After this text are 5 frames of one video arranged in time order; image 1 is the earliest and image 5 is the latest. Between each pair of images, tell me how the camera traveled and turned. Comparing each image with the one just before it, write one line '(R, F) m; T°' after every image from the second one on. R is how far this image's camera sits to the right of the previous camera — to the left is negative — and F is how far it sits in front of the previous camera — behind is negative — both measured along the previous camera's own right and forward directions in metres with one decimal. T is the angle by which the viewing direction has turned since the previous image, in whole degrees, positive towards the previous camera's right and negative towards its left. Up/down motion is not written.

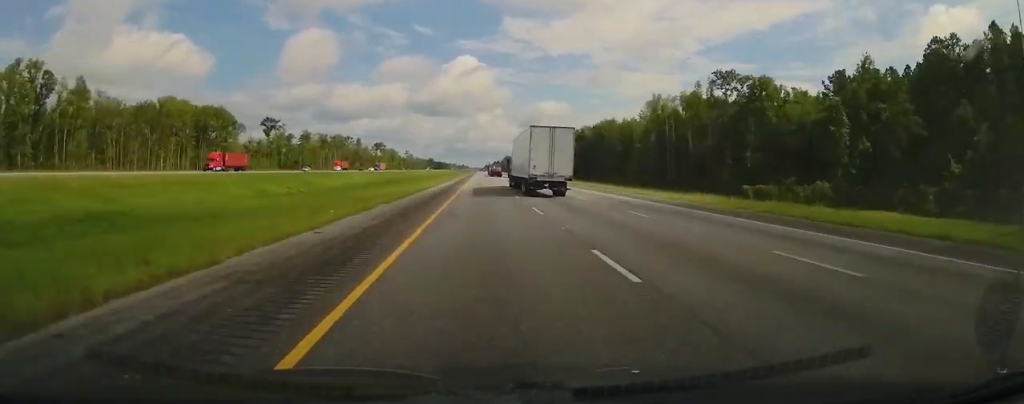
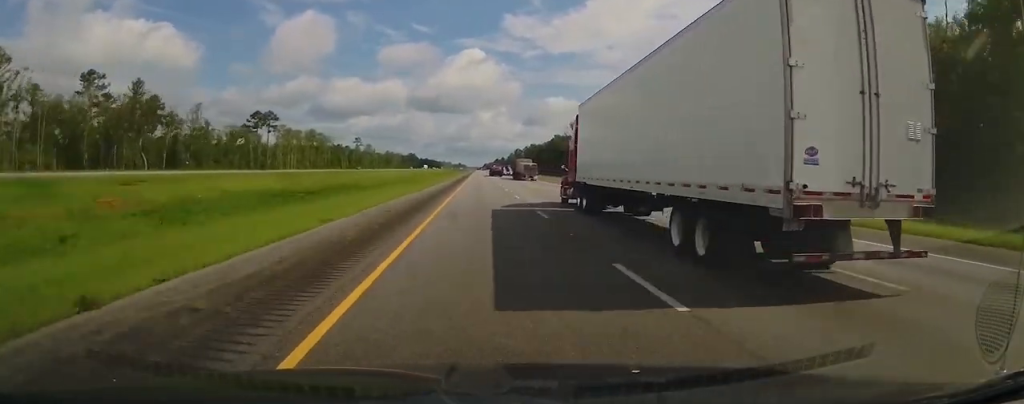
(-1.1, +307.0) m; 0°
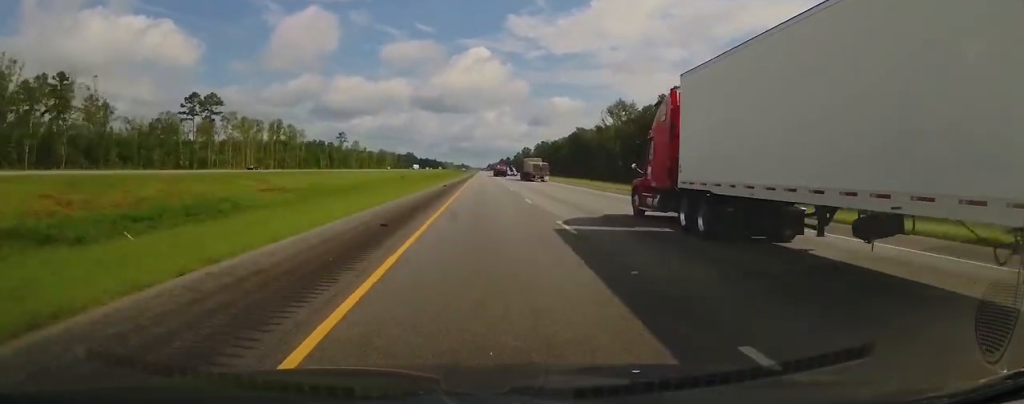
(+0.3, +65.4) m; 0°
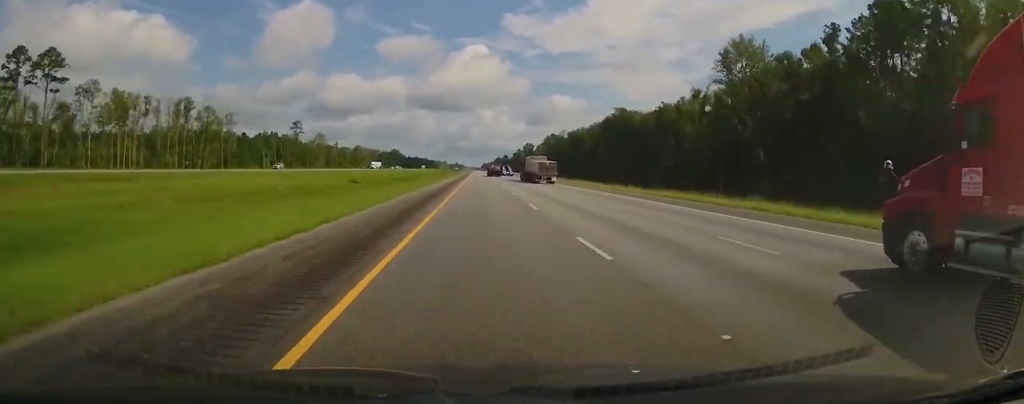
(+0.5, +88.8) m; 0°
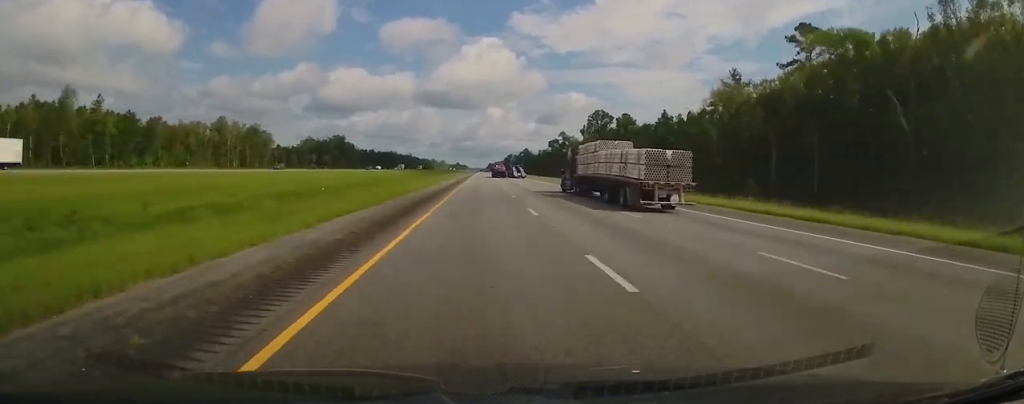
(-2.1, +301.7) m; -1°
